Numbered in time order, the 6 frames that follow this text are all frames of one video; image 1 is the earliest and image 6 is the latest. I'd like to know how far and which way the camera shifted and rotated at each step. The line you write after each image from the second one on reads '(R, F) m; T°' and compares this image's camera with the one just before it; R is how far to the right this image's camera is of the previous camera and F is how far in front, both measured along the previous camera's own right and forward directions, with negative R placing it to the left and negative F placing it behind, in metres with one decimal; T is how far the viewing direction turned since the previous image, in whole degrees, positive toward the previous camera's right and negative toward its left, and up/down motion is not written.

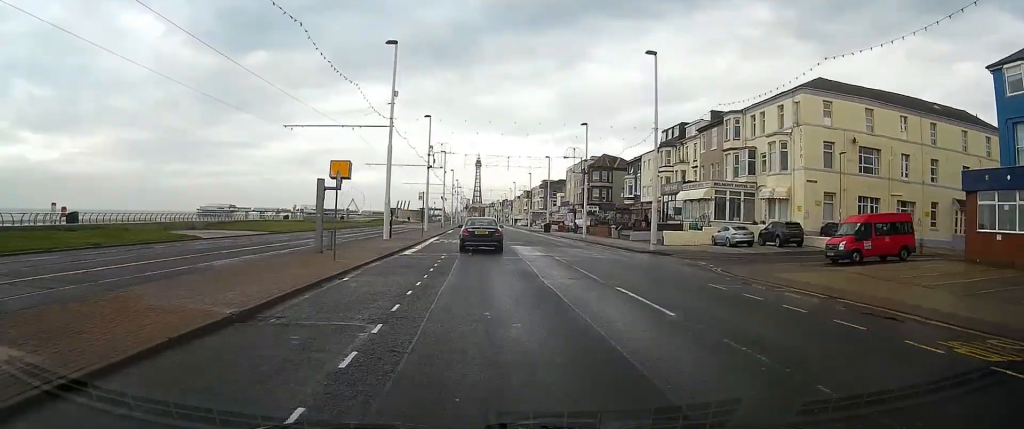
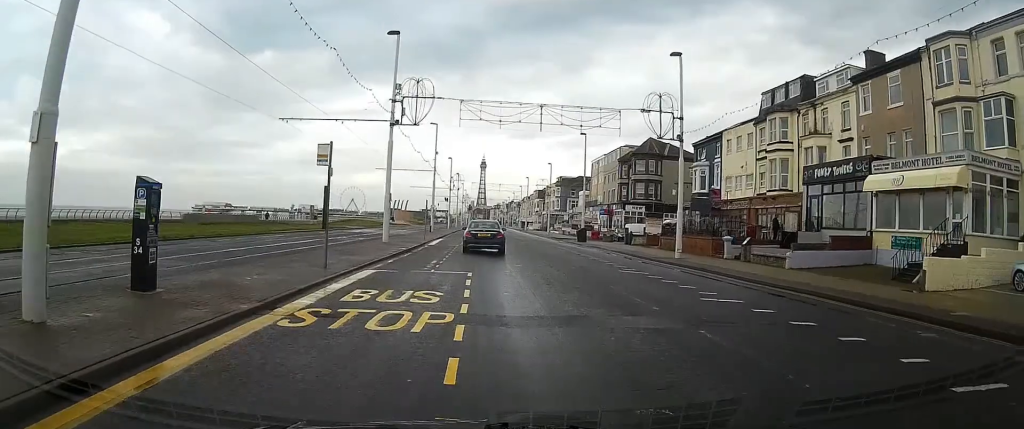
(-0.1, +28.7) m; +1°
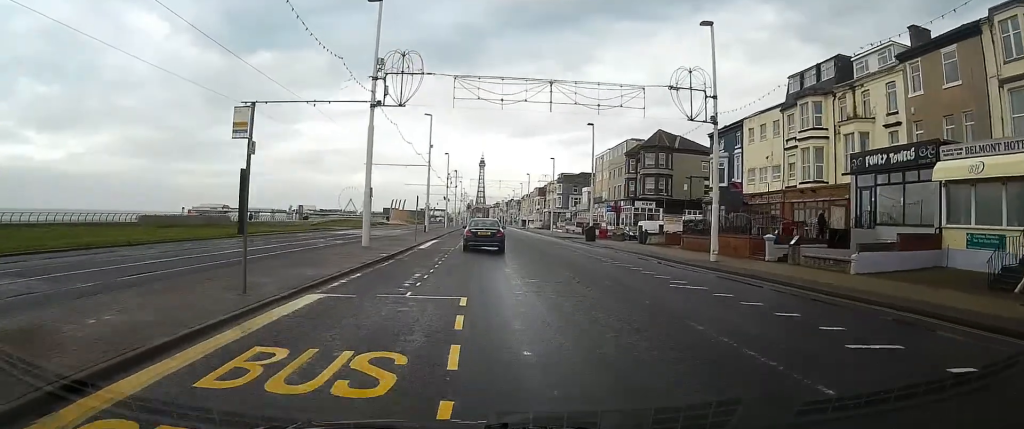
(+0.1, +5.5) m; 0°
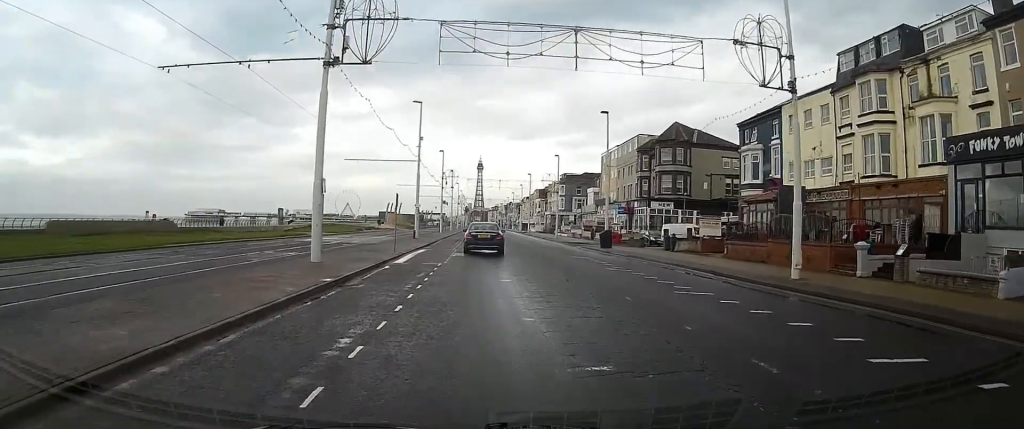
(0.0, +8.4) m; -1°
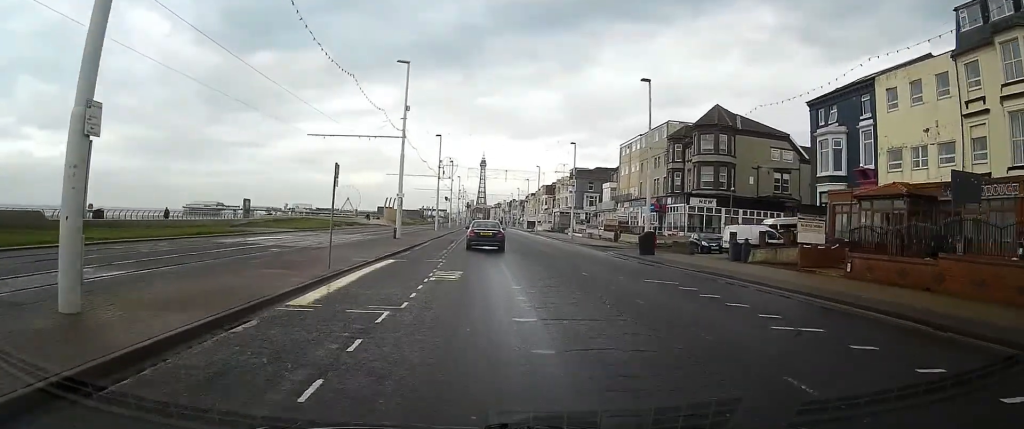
(-0.2, +13.0) m; -1°
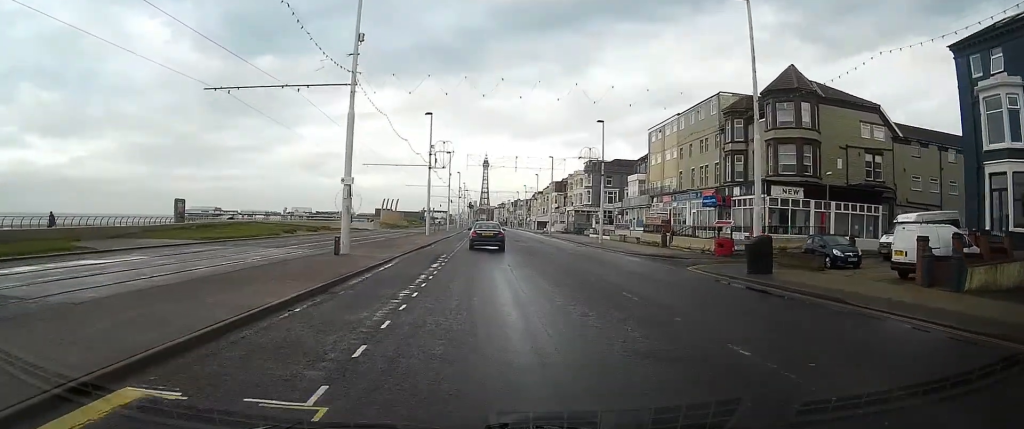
(-0.1, +16.7) m; -1°
